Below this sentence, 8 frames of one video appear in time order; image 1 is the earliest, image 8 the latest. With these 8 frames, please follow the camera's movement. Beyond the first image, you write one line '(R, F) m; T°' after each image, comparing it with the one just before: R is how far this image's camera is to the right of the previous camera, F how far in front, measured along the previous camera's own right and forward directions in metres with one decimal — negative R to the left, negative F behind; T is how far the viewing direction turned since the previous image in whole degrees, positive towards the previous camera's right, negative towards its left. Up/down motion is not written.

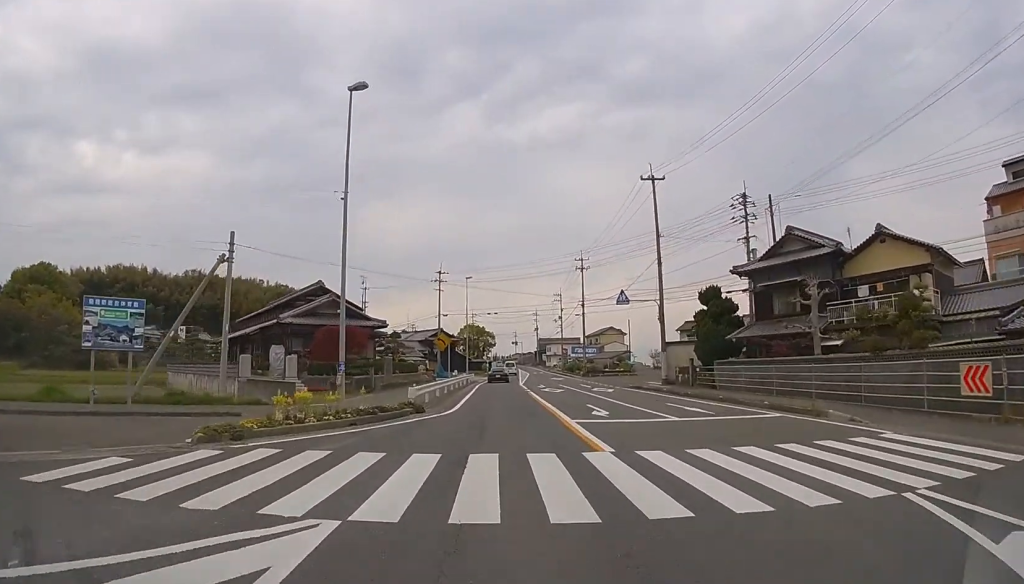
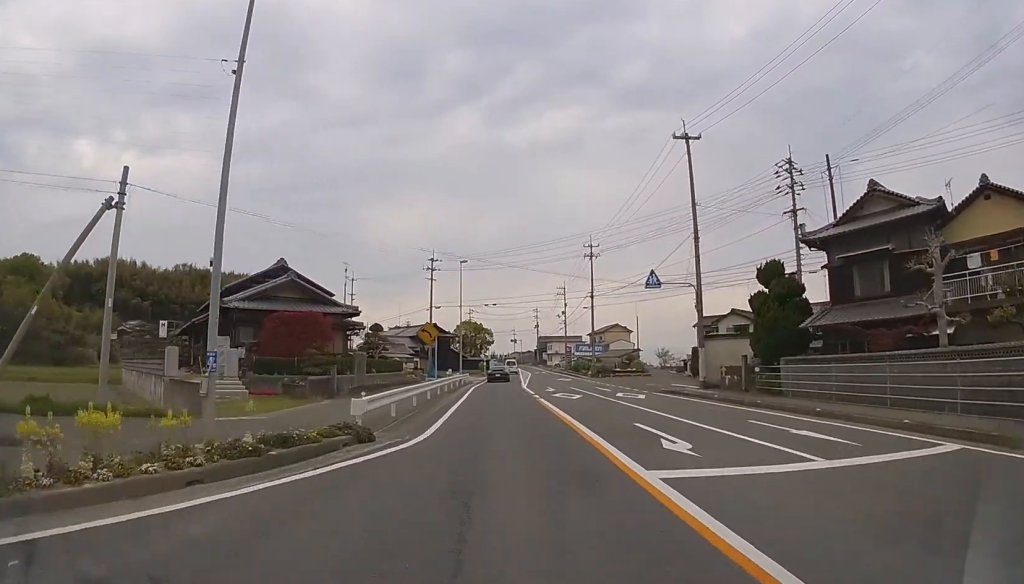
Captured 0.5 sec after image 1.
(0.0, +7.4) m; 0°
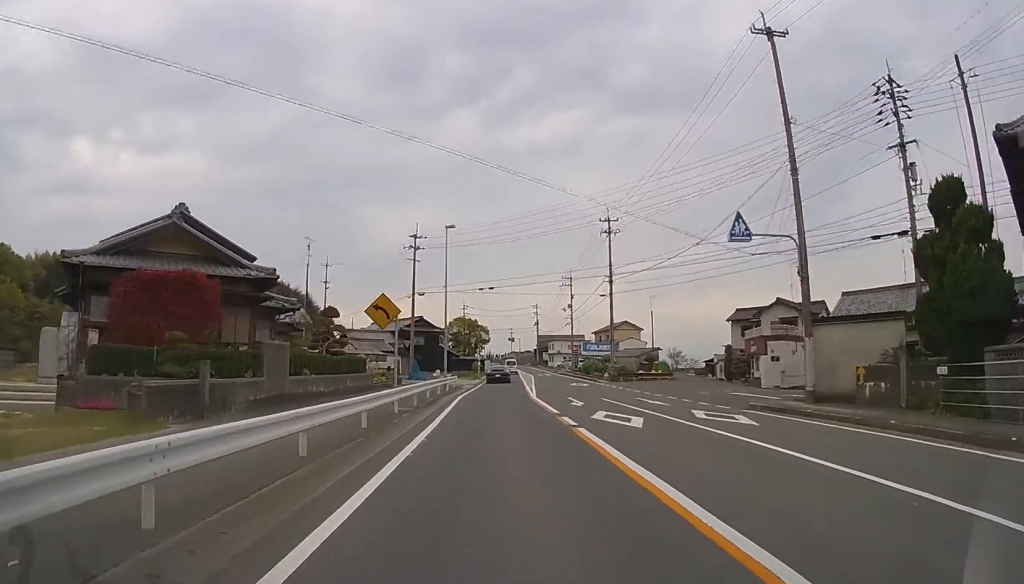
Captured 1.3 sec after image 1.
(0.0, +10.9) m; 0°
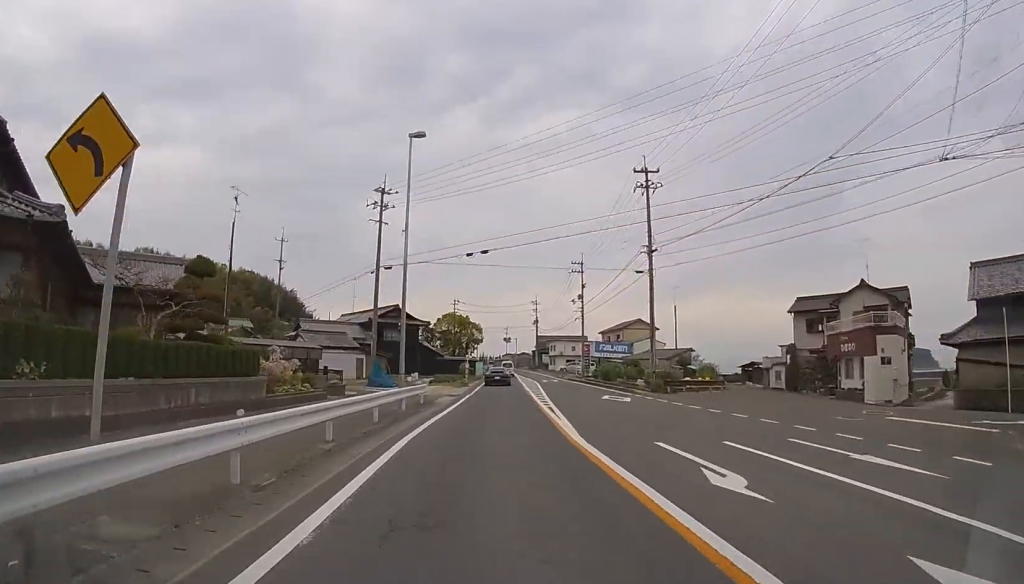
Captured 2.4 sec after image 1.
(0.0, +13.7) m; 0°
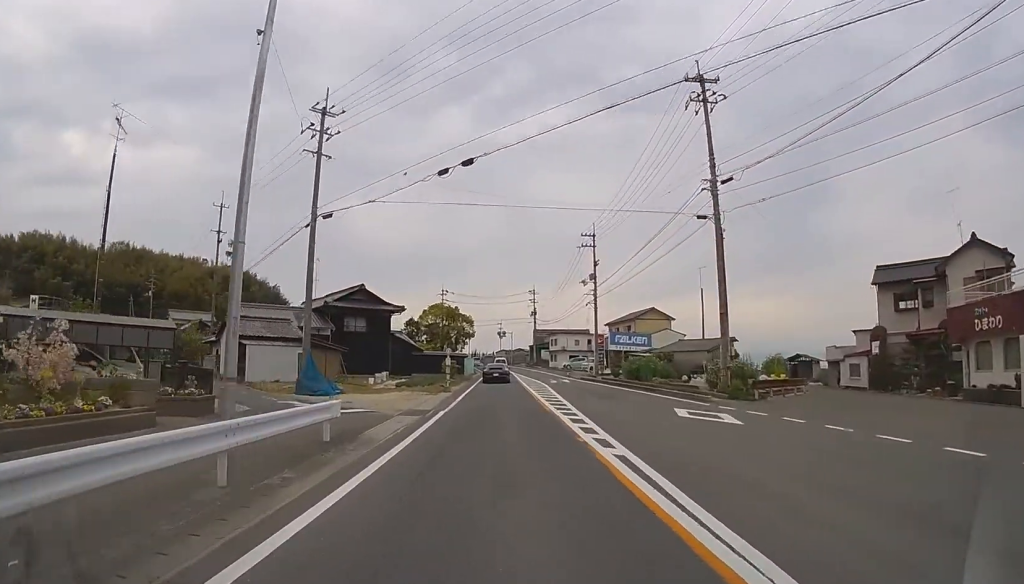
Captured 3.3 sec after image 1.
(0.0, +12.1) m; 0°
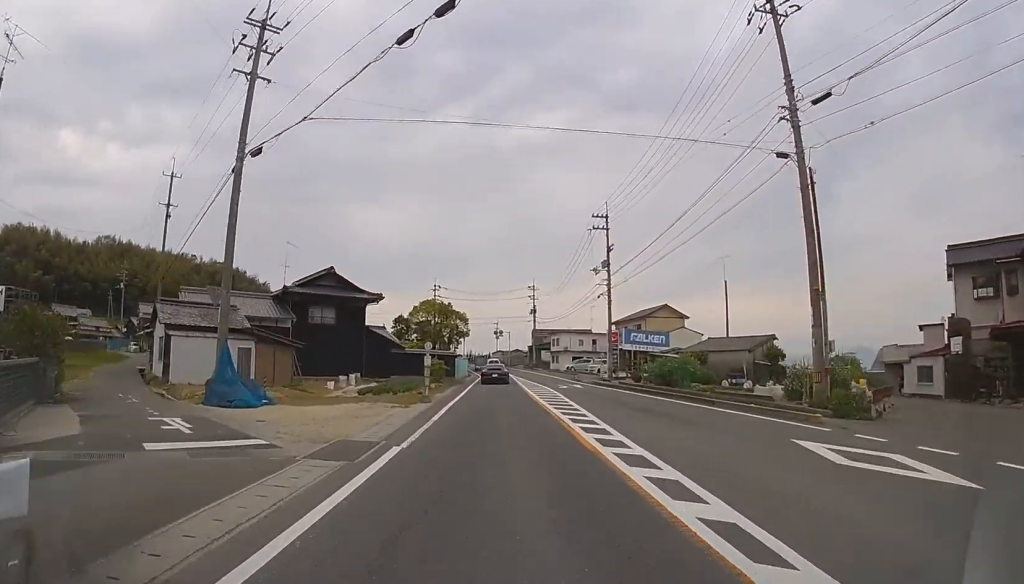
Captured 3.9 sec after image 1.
(0.0, +7.3) m; 0°
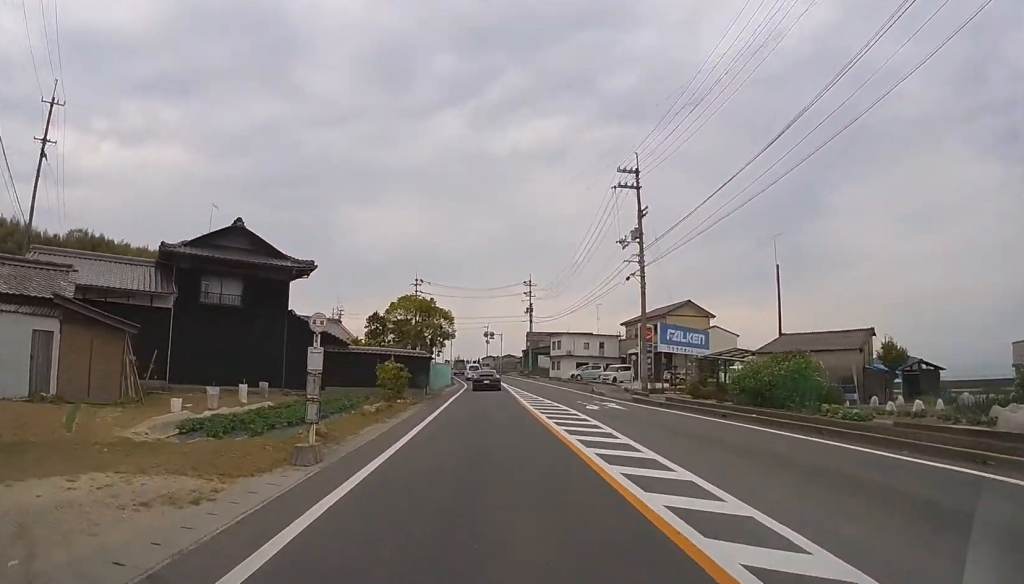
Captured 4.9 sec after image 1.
(0.0, +12.6) m; 0°
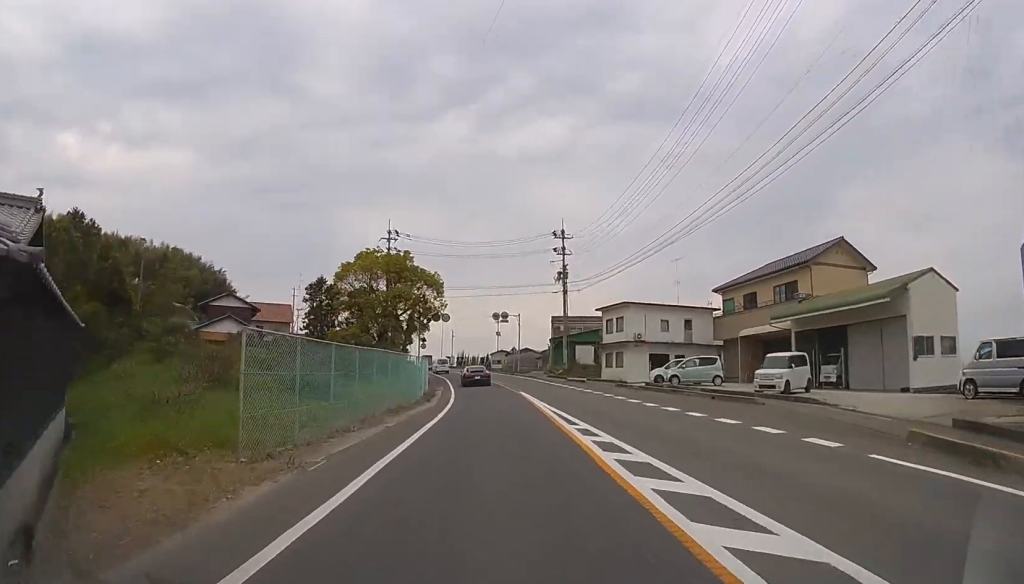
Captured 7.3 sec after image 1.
(+0.5, +29.8) m; 0°
